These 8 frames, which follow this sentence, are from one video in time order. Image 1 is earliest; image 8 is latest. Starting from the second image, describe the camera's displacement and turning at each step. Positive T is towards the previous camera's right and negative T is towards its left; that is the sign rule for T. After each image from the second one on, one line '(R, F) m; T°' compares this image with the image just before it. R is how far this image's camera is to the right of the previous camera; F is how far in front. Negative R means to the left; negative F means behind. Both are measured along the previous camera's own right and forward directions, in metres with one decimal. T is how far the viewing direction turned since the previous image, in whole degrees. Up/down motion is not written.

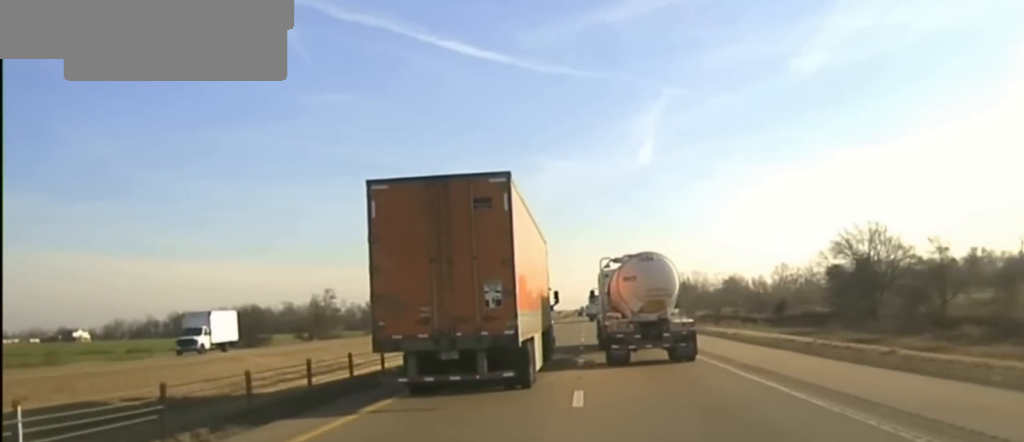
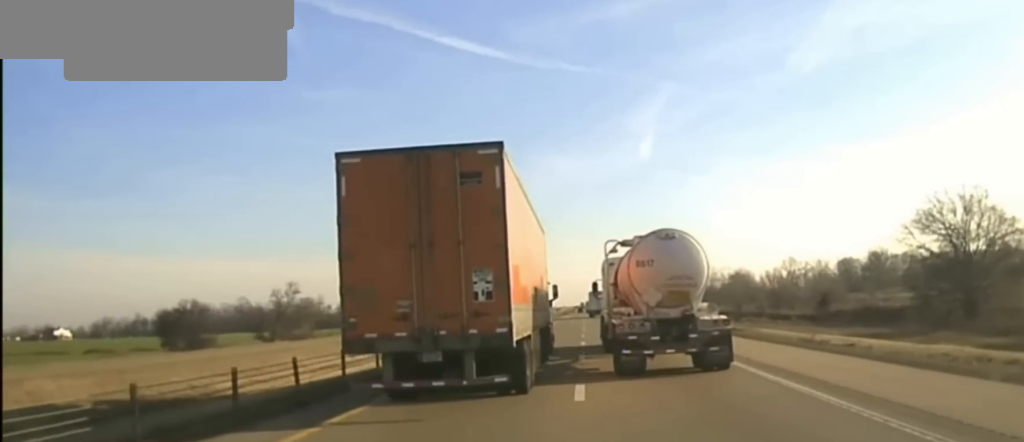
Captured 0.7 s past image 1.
(0.0, +21.4) m; 0°
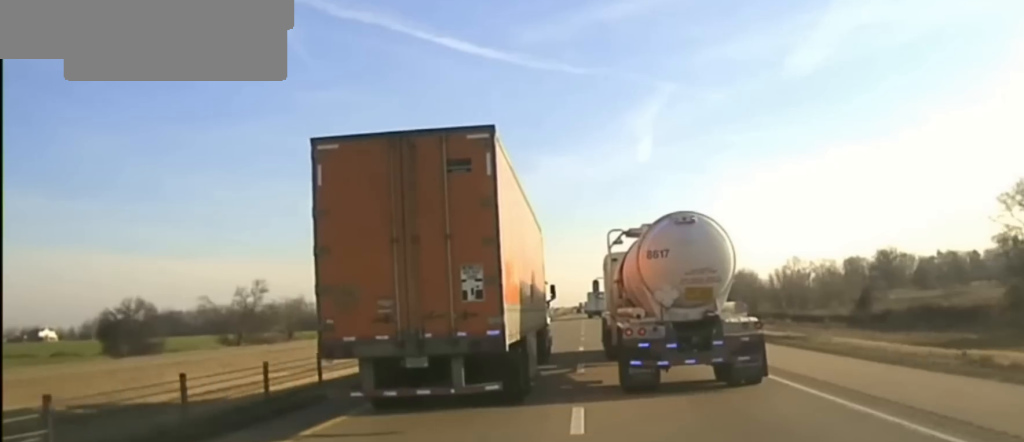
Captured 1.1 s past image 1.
(+0.1, +13.0) m; 0°
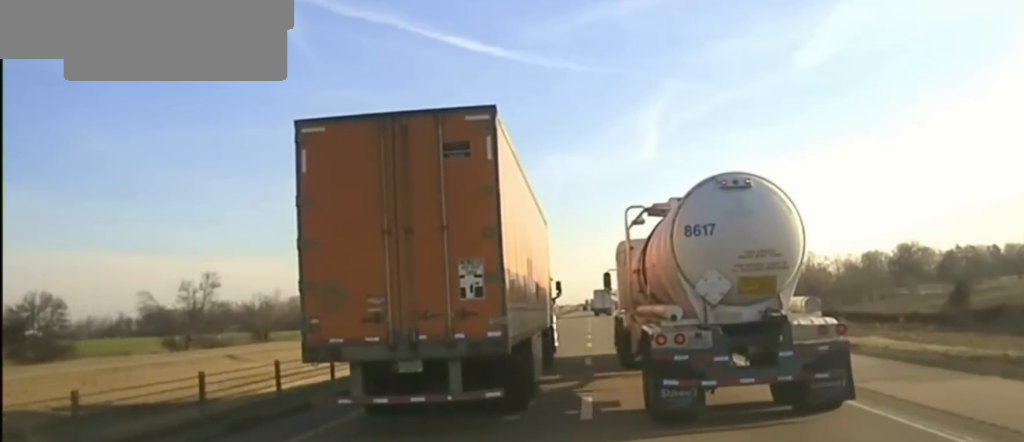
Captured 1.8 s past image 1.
(+0.1, +19.0) m; 0°
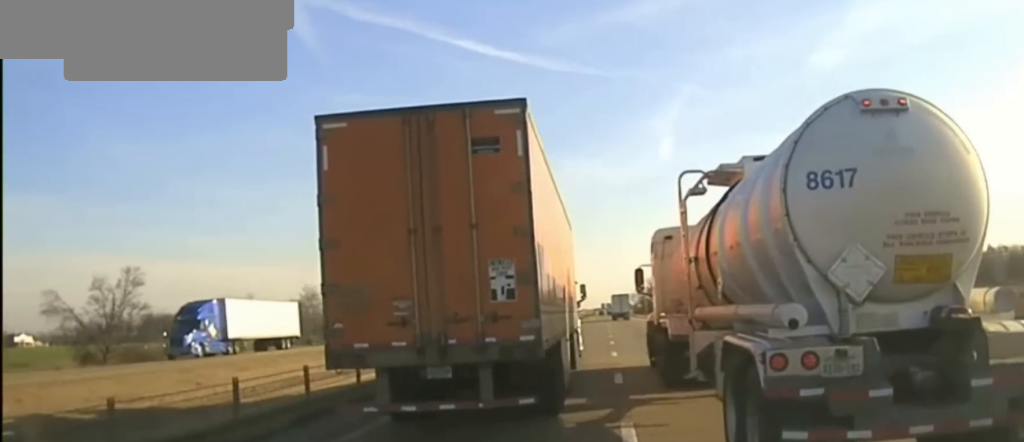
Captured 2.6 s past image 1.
(-0.3, +22.5) m; -1°
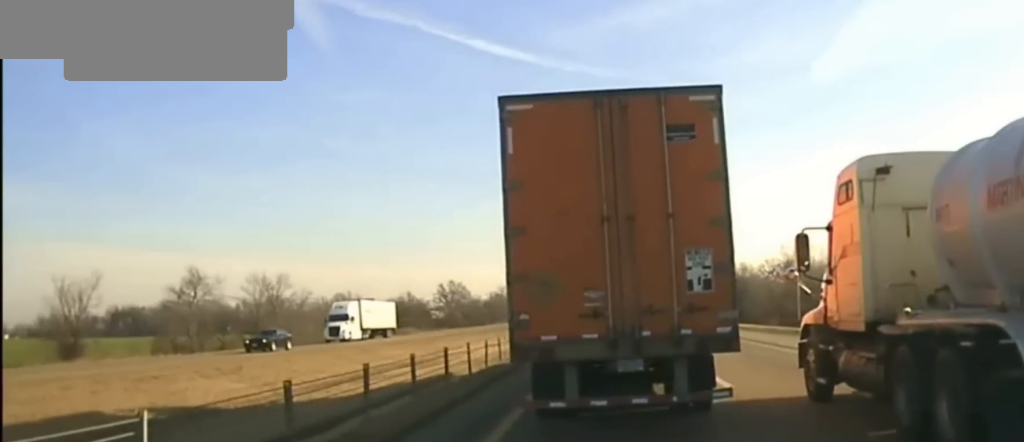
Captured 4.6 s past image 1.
(-0.1, +64.6) m; 0°
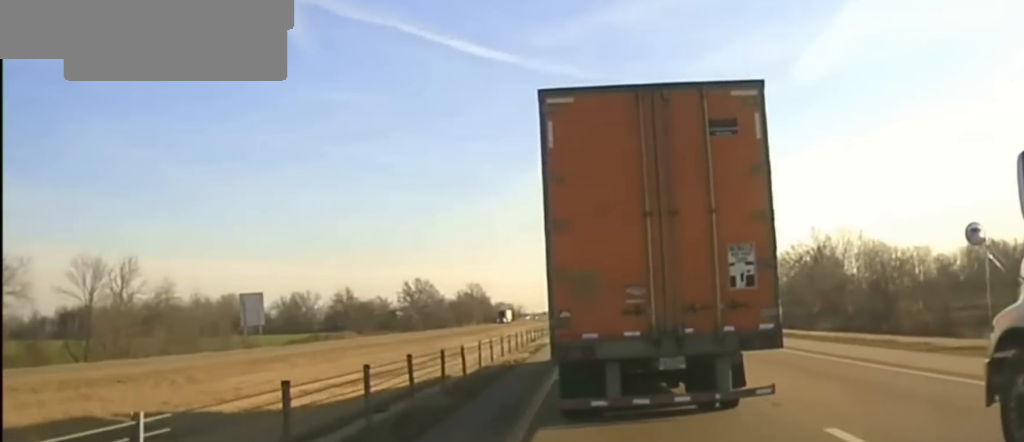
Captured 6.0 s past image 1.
(+0.8, +49.3) m; +1°
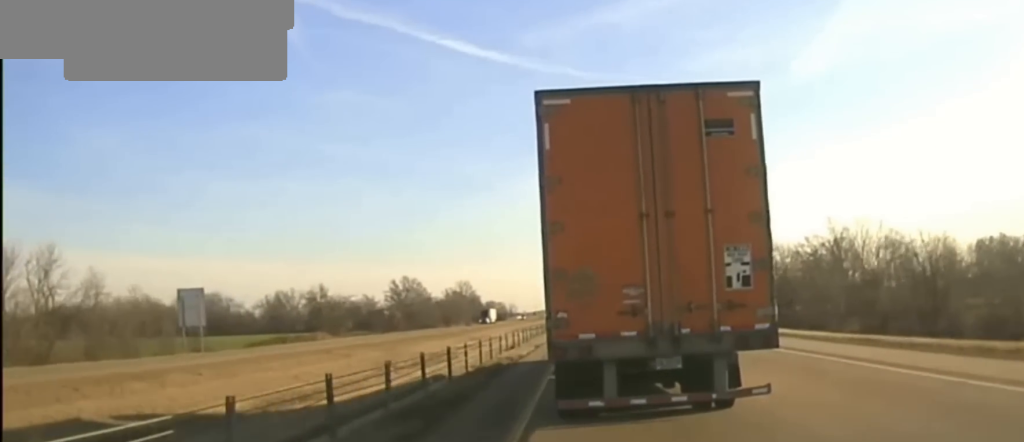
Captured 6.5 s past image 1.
(+0.1, +15.9) m; 0°
